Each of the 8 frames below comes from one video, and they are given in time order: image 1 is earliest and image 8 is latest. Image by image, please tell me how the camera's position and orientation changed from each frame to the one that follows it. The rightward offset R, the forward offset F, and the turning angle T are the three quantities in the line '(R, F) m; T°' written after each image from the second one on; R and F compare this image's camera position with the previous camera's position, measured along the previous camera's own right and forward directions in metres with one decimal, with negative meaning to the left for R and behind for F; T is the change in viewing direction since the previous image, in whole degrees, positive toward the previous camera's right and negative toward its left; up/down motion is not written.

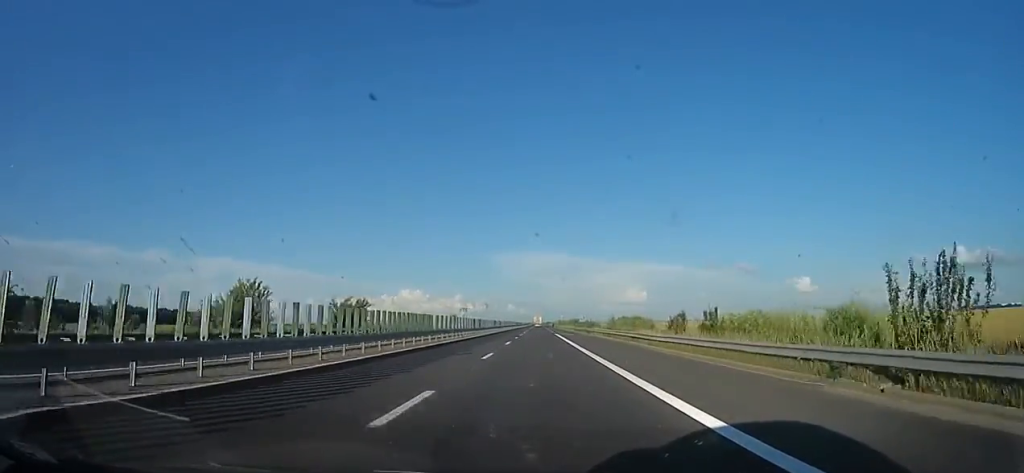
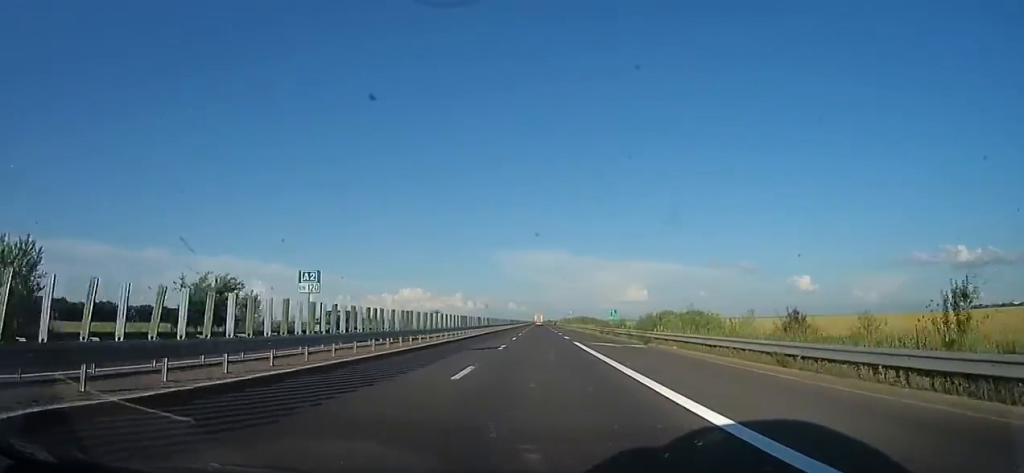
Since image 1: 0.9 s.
(+0.4, +31.2) m; +1°
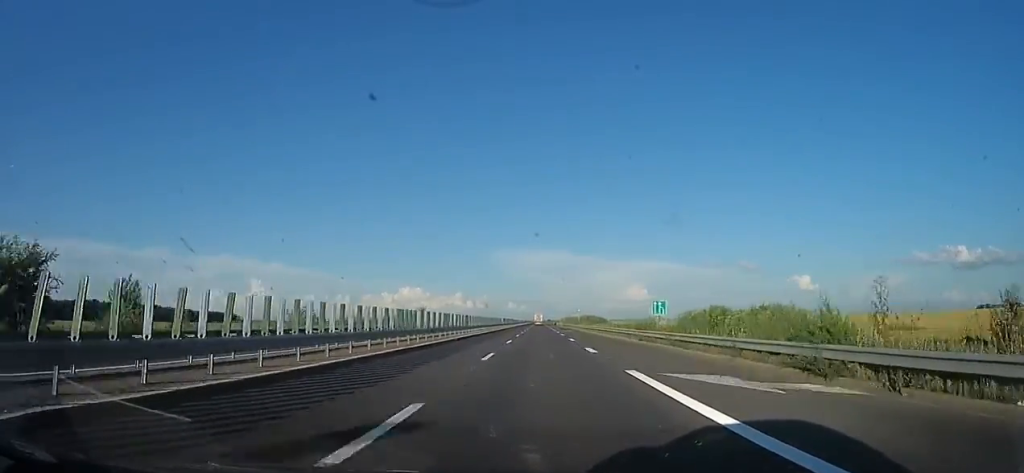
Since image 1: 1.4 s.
(+0.8, +18.5) m; 0°
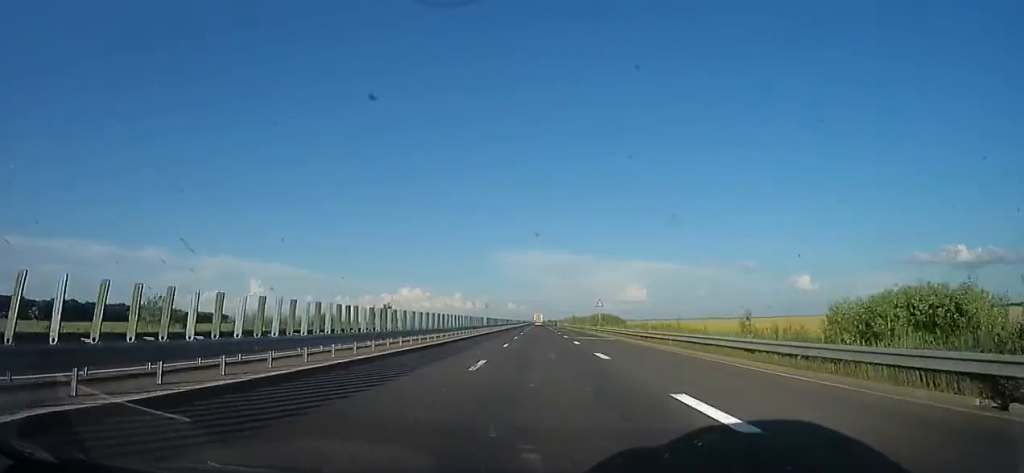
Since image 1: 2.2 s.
(-0.7, +27.4) m; -1°
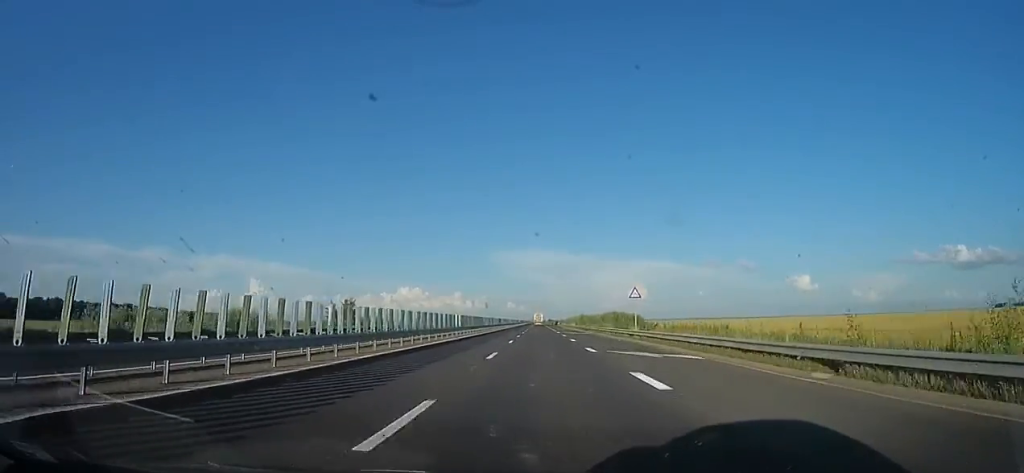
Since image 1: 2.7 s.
(-0.3, +19.7) m; -1°
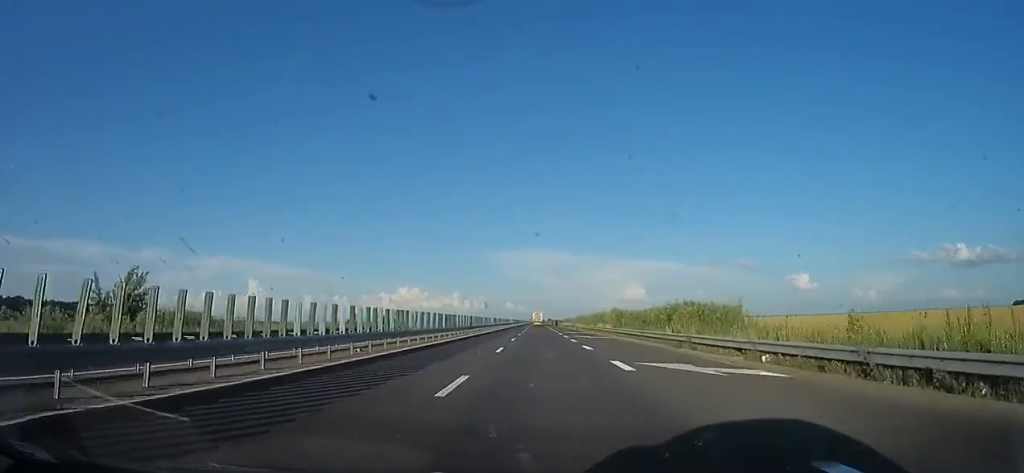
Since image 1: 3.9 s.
(+0.1, +44.4) m; +1°
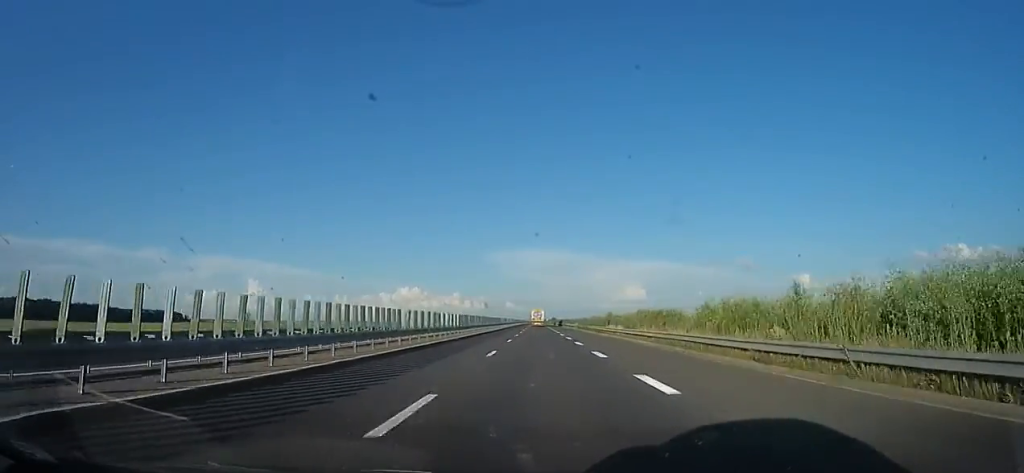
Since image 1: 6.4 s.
(+1.6, +86.8) m; -1°
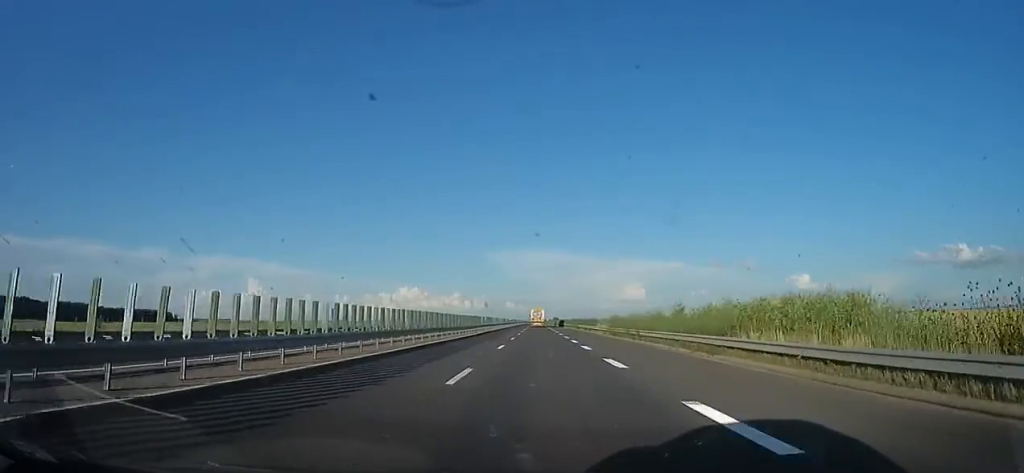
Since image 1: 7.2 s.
(-0.3, +31.1) m; 0°
